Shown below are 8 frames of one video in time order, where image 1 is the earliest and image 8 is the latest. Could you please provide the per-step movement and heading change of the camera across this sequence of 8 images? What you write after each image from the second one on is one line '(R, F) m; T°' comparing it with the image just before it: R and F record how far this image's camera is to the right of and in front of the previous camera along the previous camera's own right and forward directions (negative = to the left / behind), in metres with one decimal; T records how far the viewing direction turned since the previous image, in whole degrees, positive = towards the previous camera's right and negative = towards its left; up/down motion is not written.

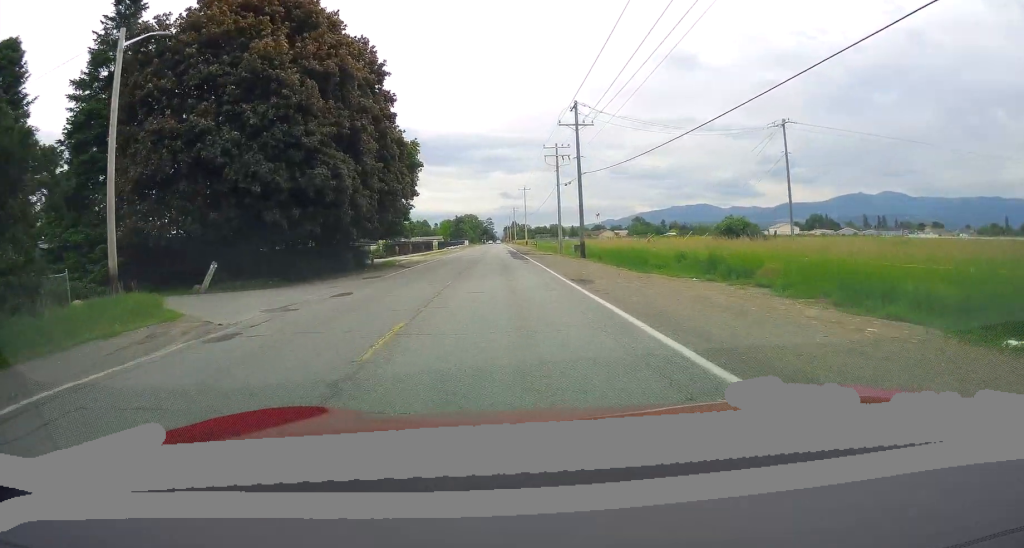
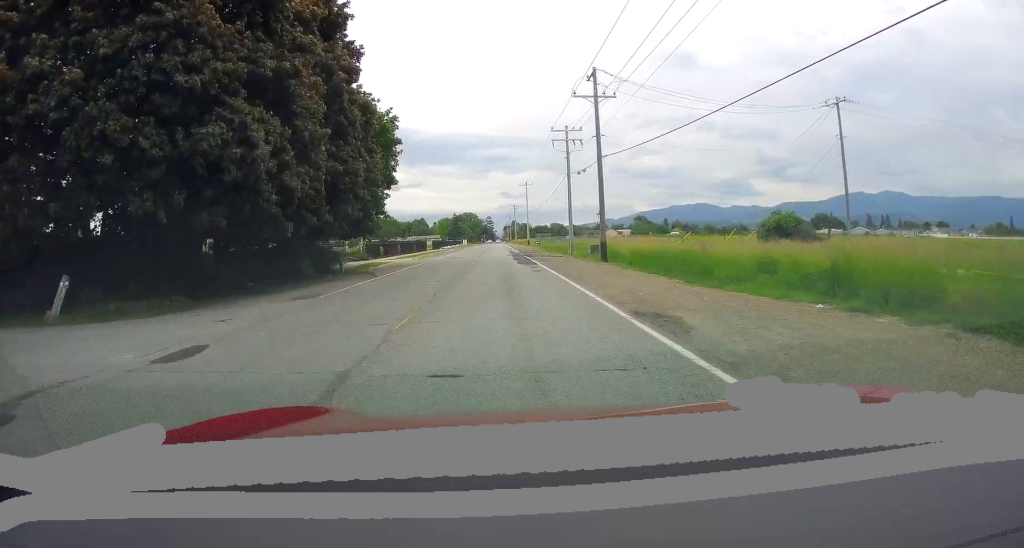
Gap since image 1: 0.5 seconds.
(-0.3, +9.6) m; 0°
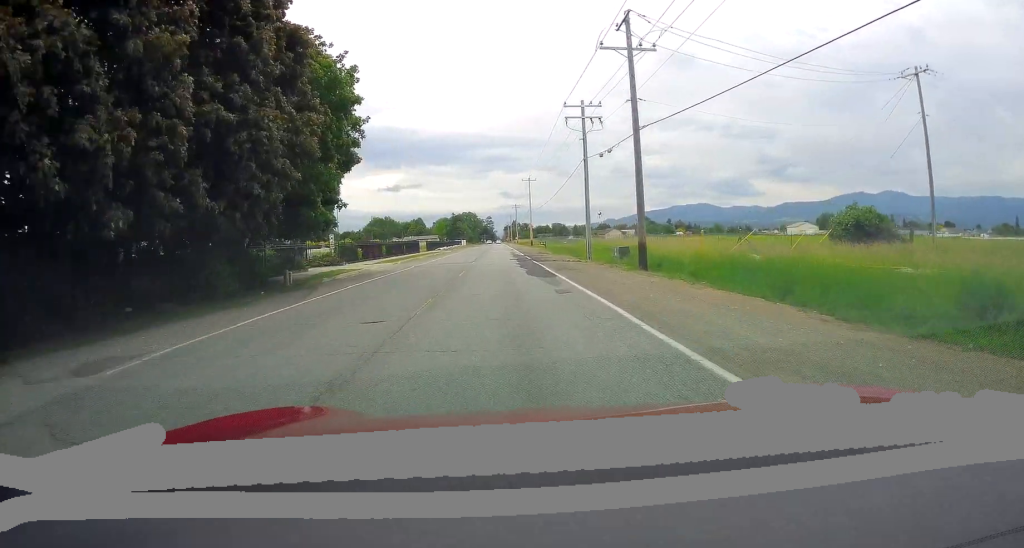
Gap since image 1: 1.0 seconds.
(0.0, +10.4) m; 0°
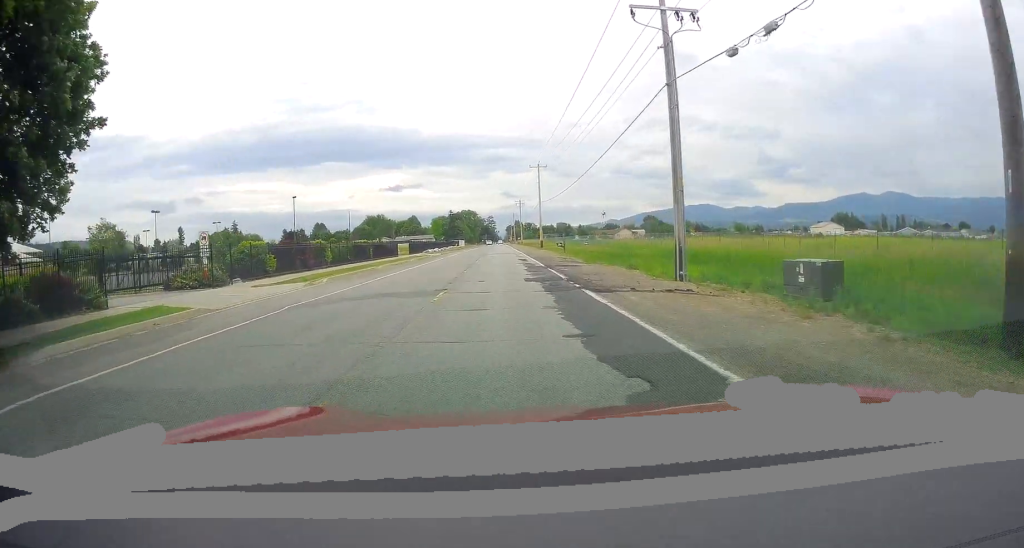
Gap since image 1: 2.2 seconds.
(+0.2, +21.8) m; -1°
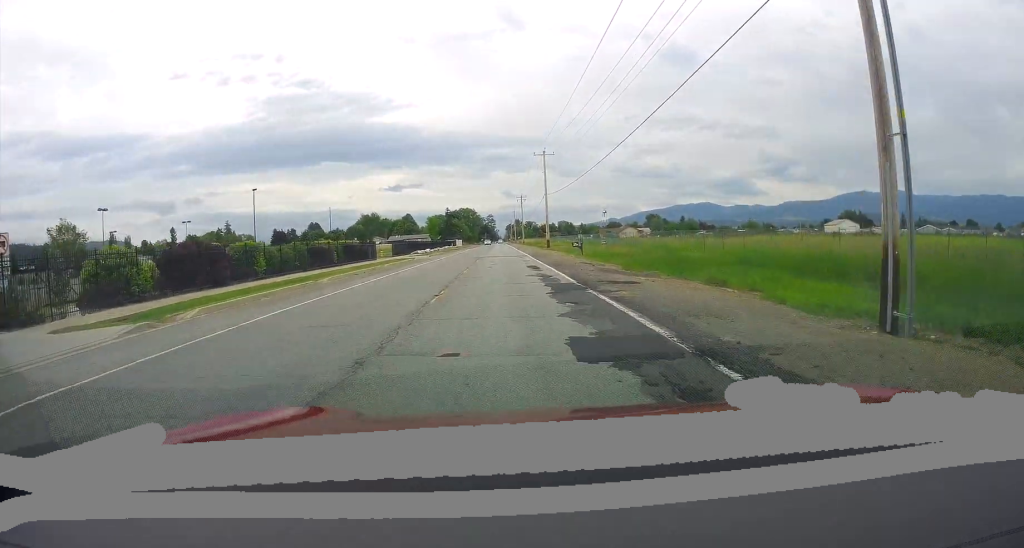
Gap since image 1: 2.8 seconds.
(-0.2, +12.9) m; -1°
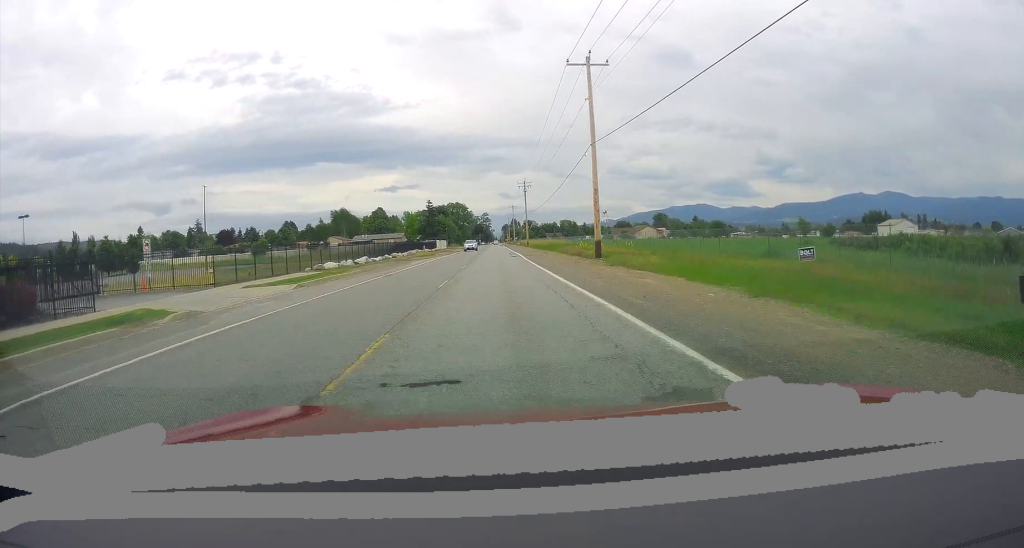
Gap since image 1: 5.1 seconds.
(+1.4, +43.1) m; +3°
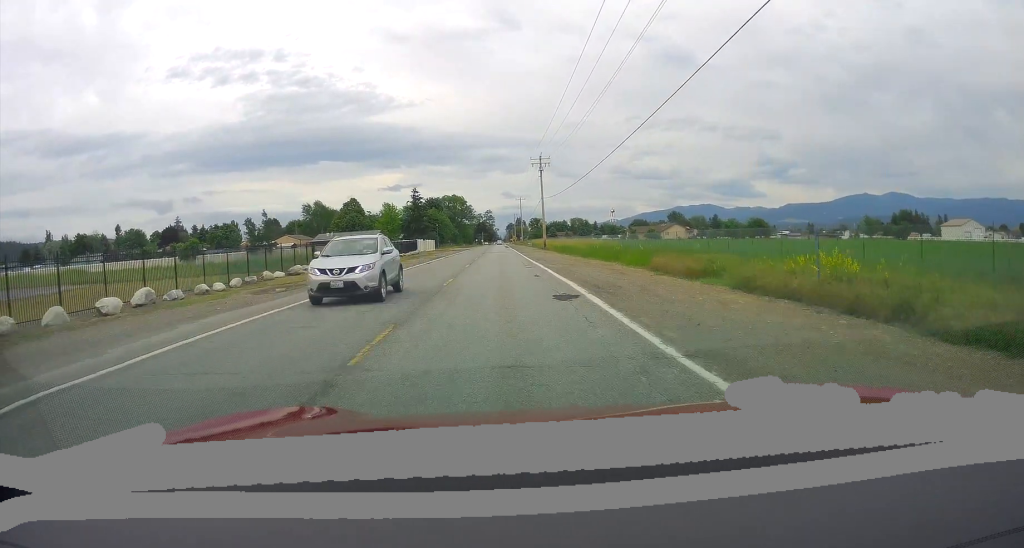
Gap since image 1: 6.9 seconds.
(0.0, +35.2) m; 0°
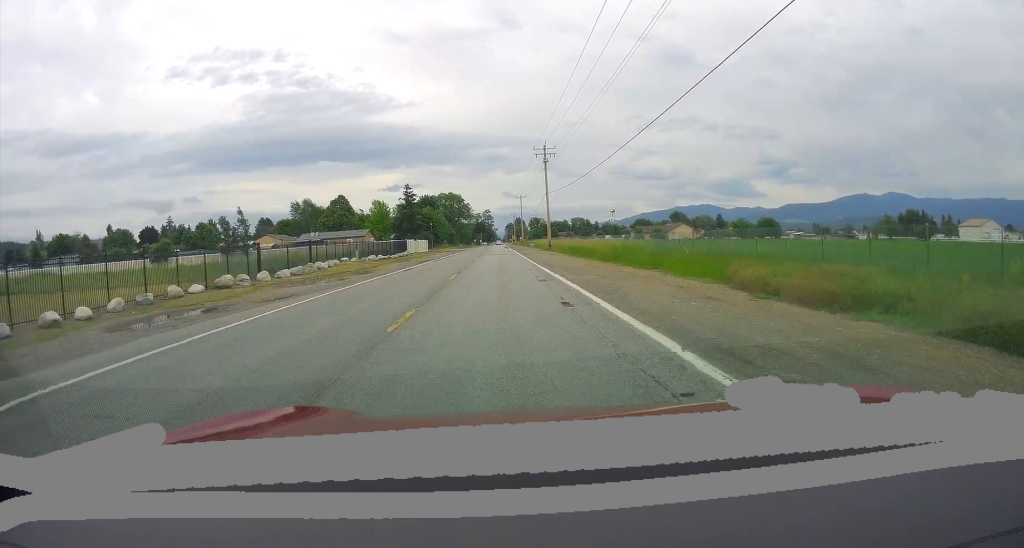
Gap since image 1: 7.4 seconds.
(0.0, +9.6) m; 0°
